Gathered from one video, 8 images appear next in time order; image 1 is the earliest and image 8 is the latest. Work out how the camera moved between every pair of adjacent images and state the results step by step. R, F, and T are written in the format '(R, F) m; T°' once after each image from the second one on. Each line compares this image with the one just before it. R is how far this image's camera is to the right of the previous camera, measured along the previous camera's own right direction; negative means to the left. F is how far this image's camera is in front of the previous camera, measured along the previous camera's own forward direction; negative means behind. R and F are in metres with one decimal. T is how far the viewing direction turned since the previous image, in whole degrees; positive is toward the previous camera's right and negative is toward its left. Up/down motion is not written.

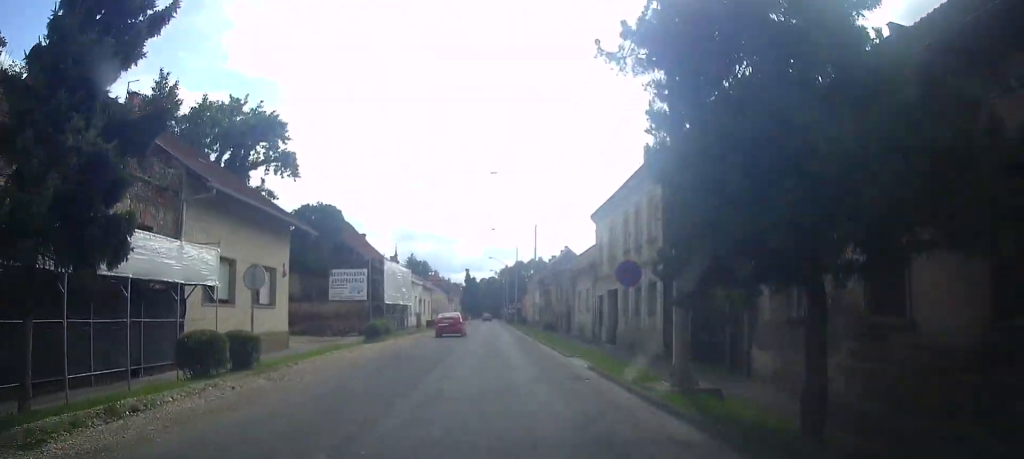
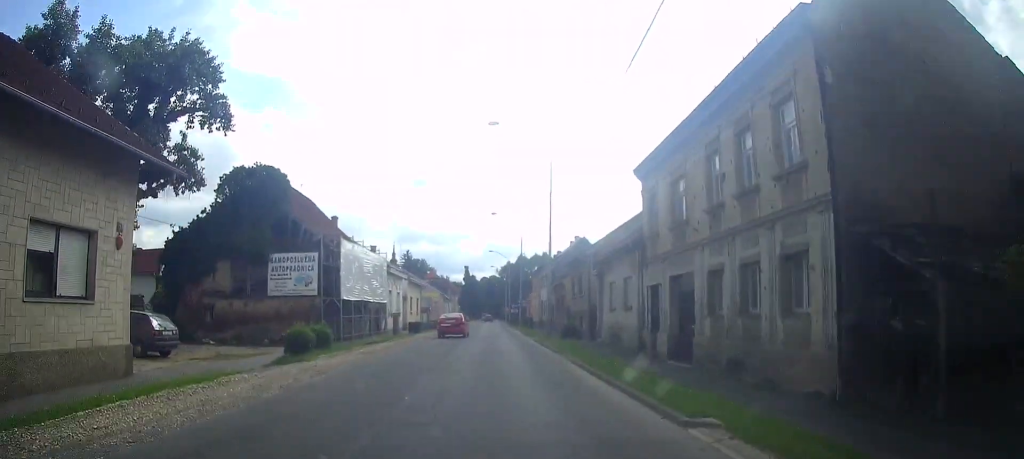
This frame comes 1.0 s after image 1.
(0.0, +11.5) m; -1°
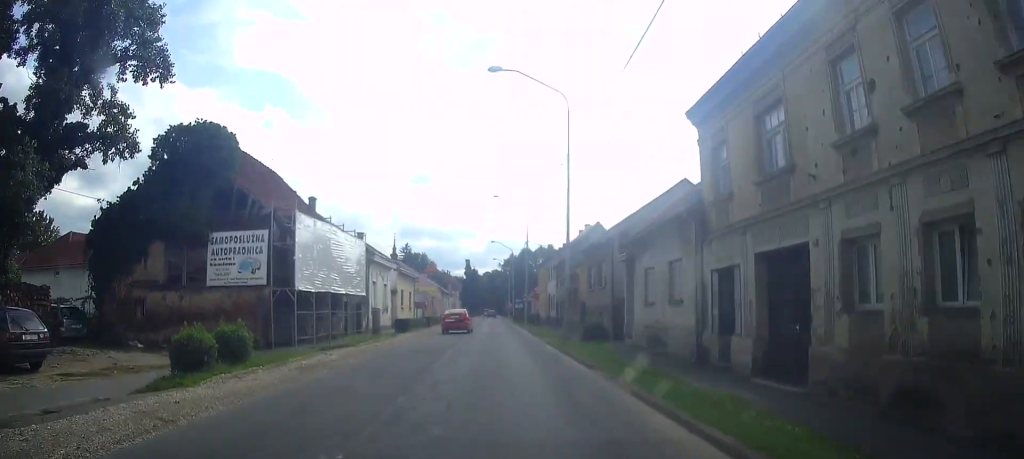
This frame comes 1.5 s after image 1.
(-0.2, +7.0) m; -1°
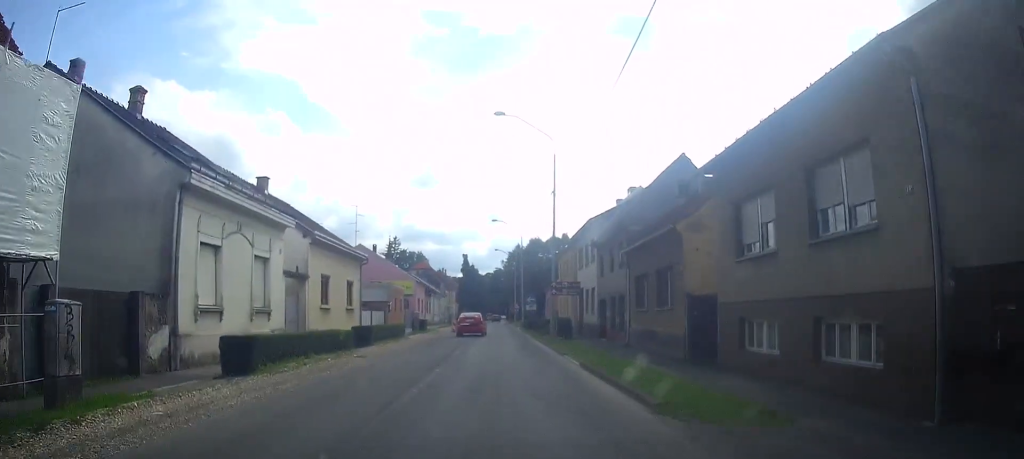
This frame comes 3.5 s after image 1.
(+0.9, +24.0) m; +3°
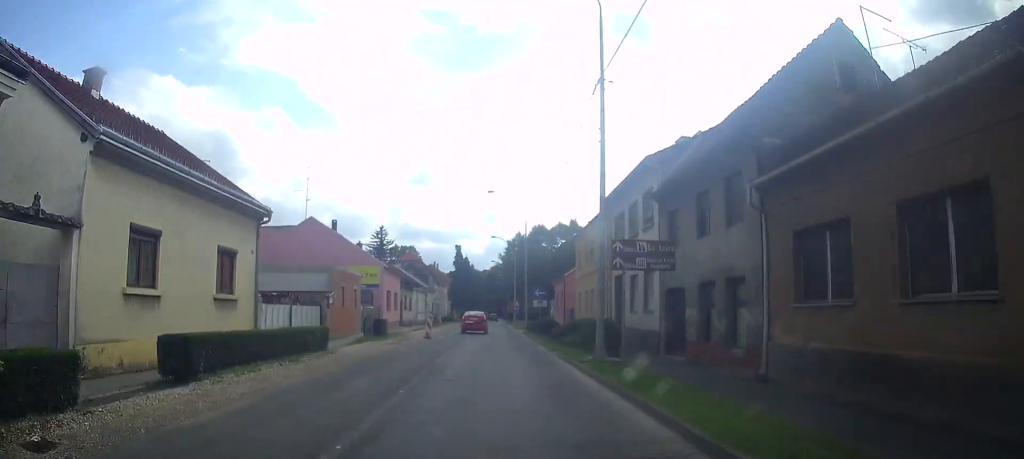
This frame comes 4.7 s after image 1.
(-0.4, +15.2) m; -1°
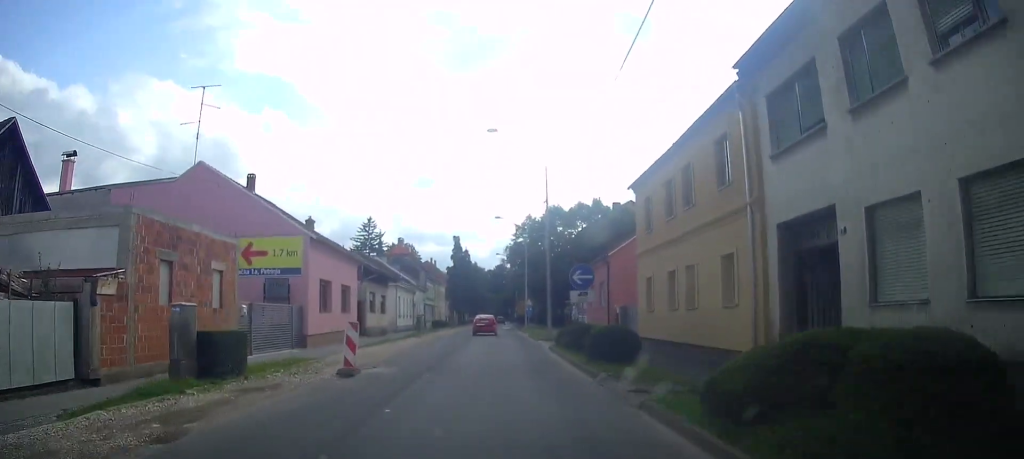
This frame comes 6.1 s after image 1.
(+0.1, +17.9) m; -1°
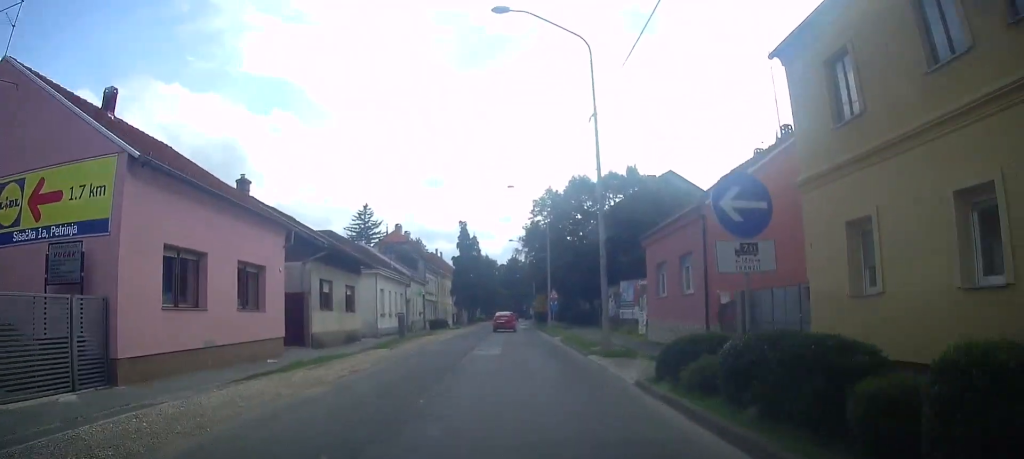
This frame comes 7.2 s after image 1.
(-0.3, +13.8) m; -2°
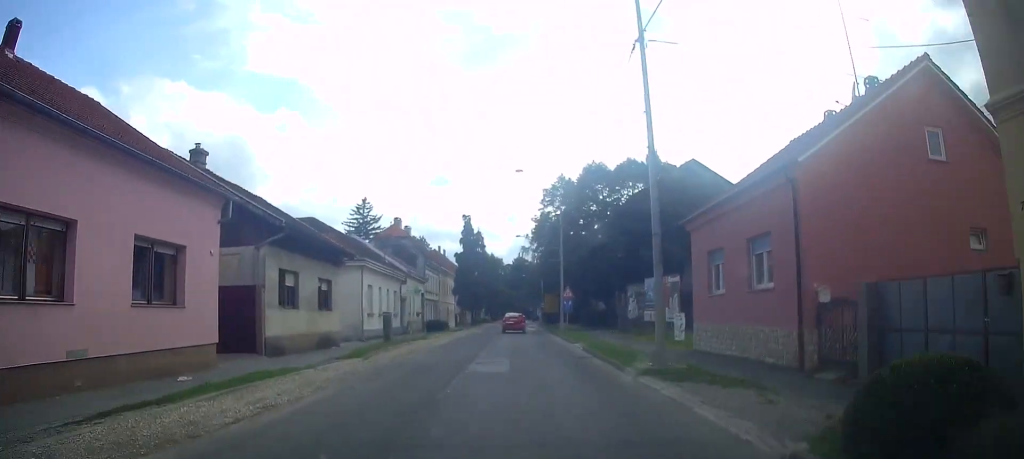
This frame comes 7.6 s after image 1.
(-0.1, +5.7) m; -1°
